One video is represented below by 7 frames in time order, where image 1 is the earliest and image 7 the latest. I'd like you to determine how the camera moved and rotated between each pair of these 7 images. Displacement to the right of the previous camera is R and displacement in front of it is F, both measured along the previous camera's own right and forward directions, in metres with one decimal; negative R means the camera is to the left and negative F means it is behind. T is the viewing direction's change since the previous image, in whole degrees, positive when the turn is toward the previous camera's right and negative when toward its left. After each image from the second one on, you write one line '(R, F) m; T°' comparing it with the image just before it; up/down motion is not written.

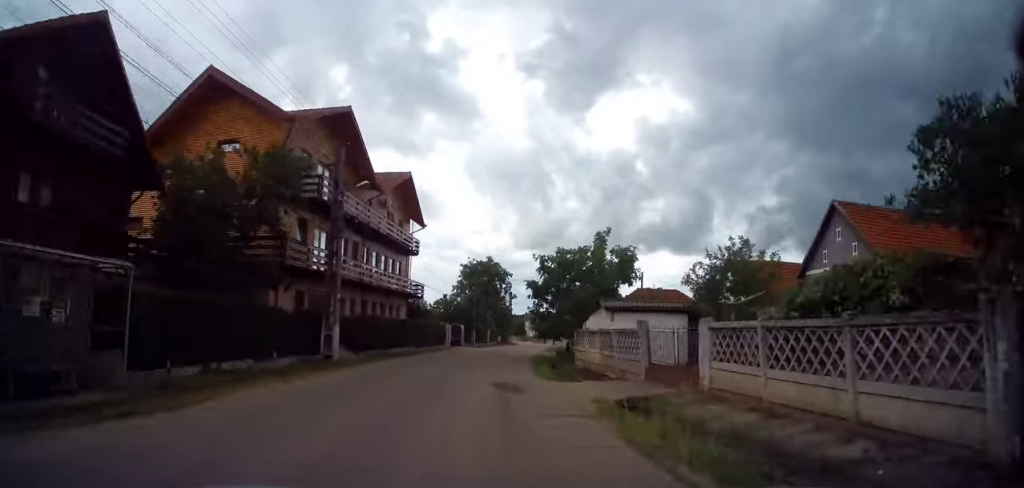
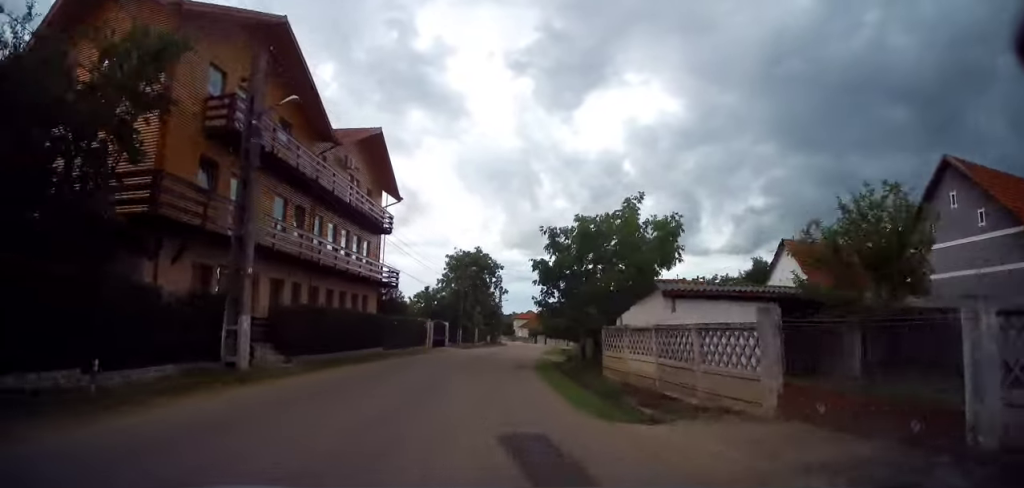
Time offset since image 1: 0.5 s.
(+0.1, +7.7) m; +1°
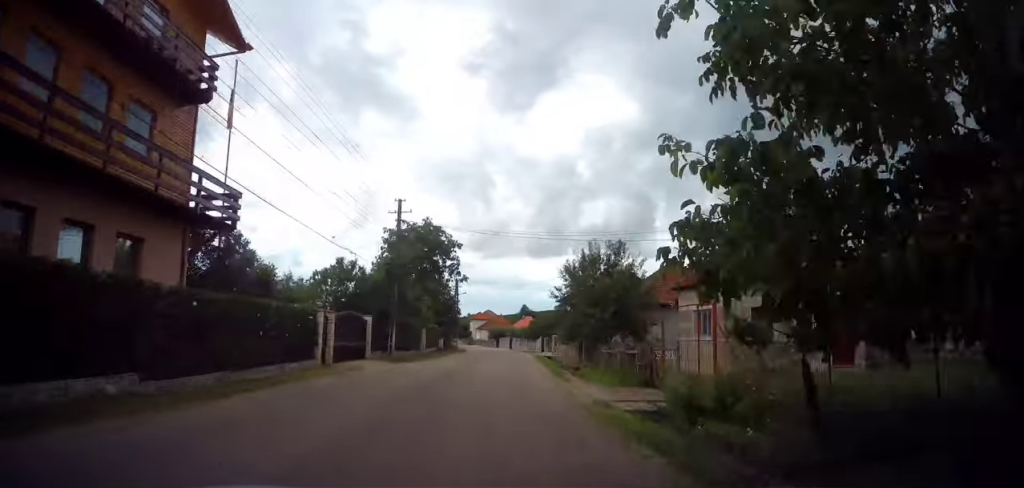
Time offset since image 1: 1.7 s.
(+0.3, +18.7) m; +3°
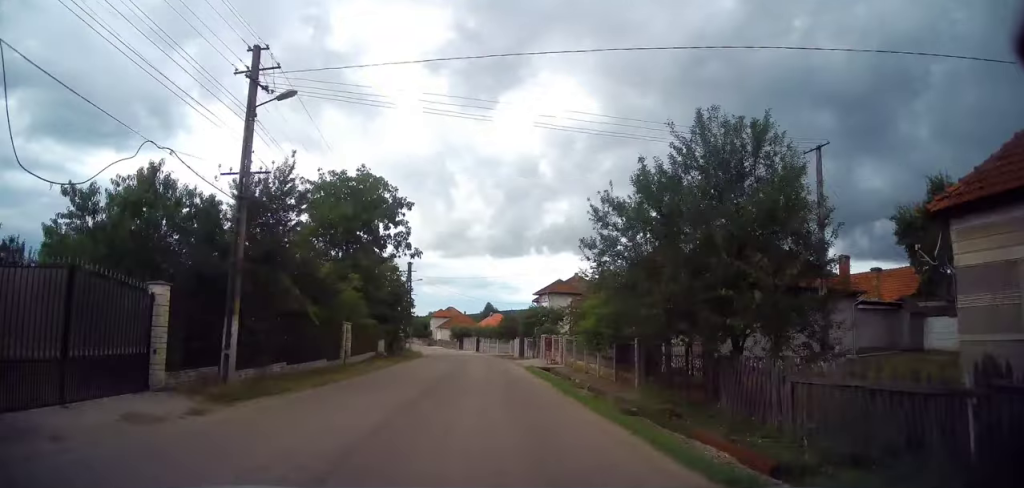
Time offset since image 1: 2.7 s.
(+0.6, +15.8) m; +4°
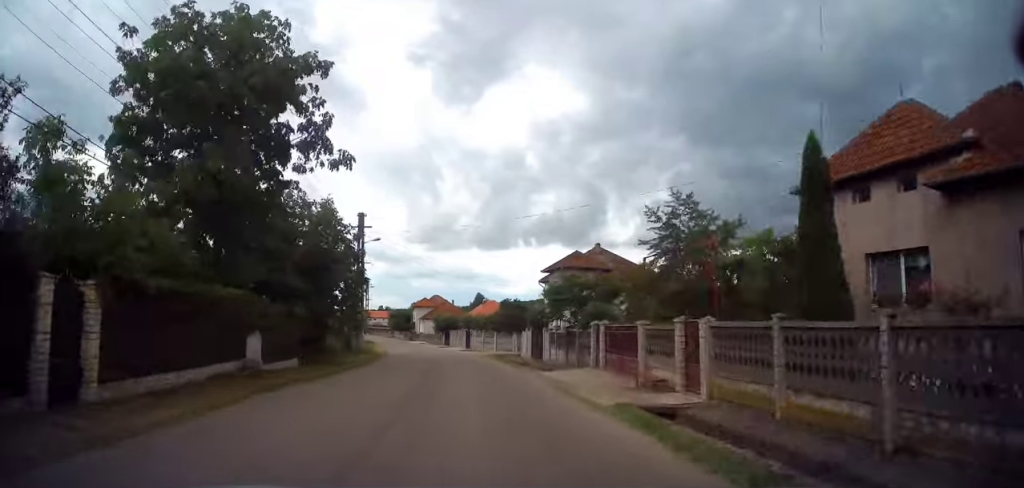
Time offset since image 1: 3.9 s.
(+0.6, +18.5) m; +1°
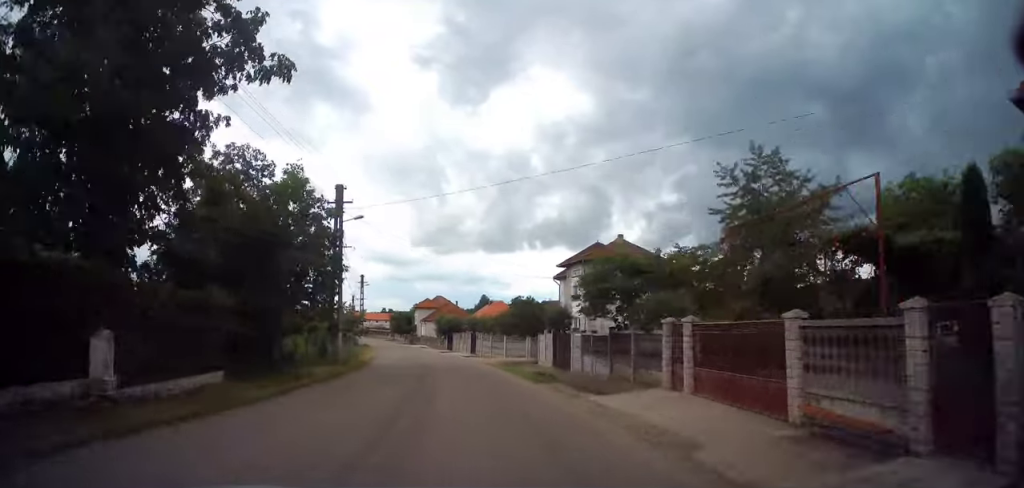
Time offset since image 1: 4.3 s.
(-0.1, +6.9) m; -1°
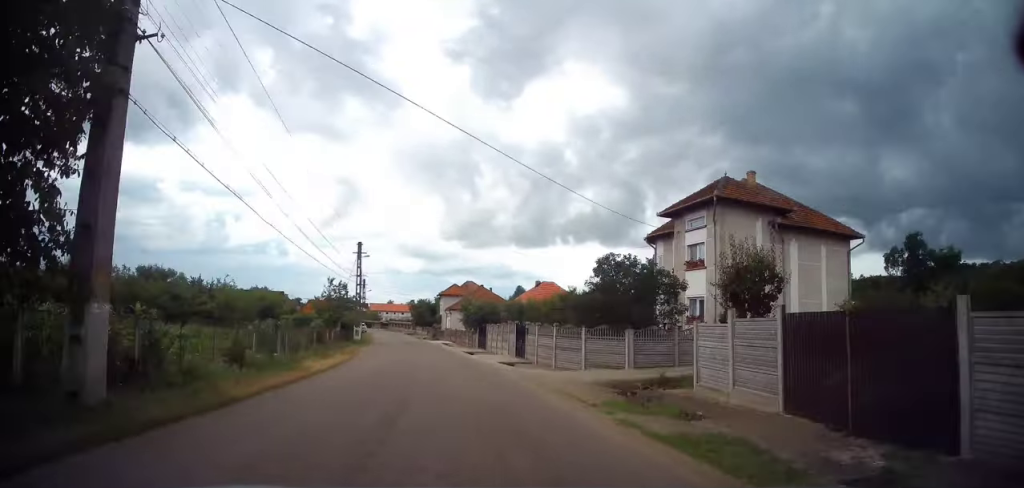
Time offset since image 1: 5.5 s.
(-0.1, +19.2) m; -2°
